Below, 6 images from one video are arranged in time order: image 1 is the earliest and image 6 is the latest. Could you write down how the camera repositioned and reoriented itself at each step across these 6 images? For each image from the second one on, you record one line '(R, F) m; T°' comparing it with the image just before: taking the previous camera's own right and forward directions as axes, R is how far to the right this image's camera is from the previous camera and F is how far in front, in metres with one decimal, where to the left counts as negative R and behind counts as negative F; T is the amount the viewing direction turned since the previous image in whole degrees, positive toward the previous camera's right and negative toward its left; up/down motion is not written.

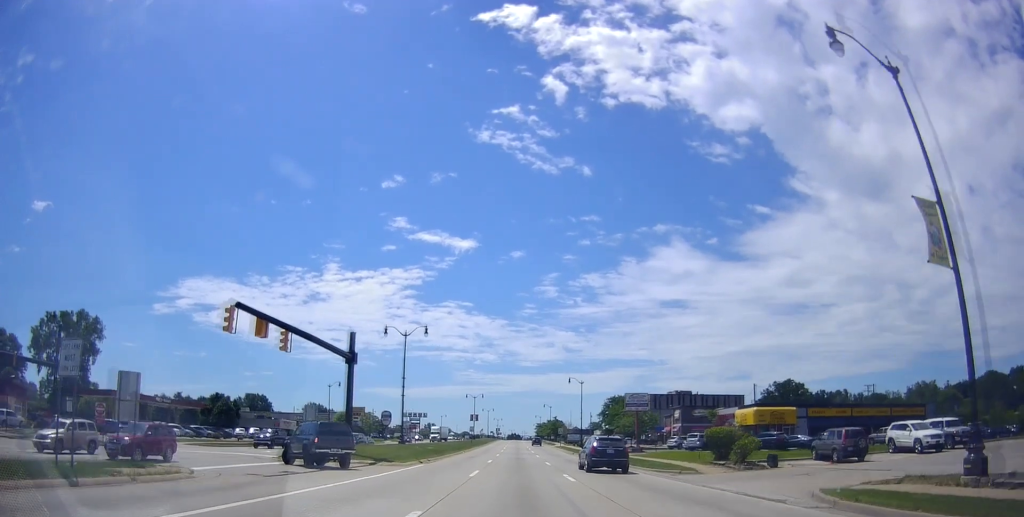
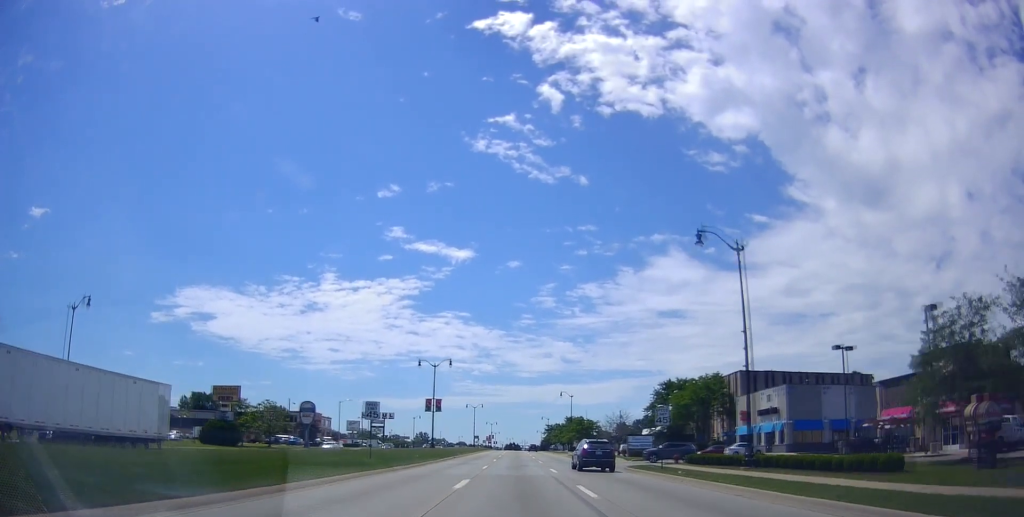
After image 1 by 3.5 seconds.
(-0.8, +67.3) m; -1°
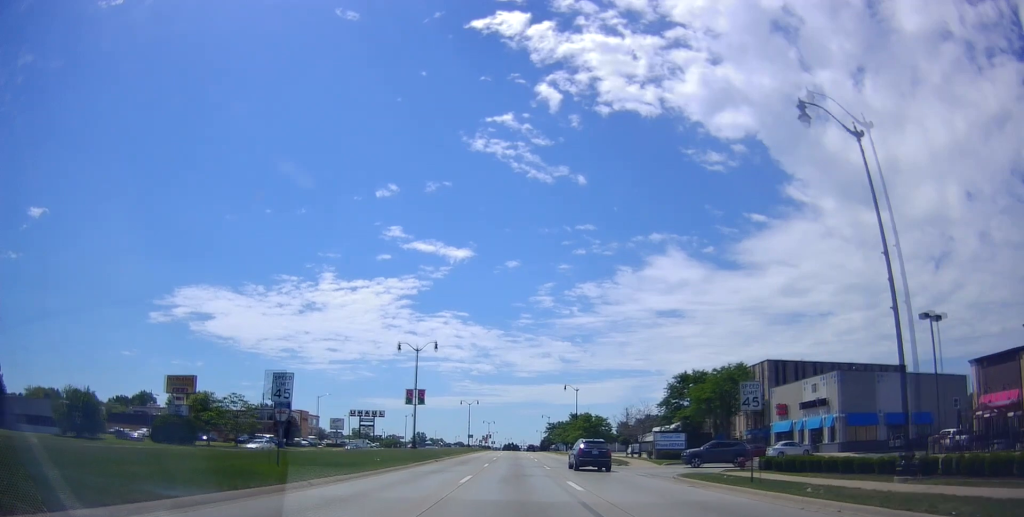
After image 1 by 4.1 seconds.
(-0.5, +11.8) m; 0°
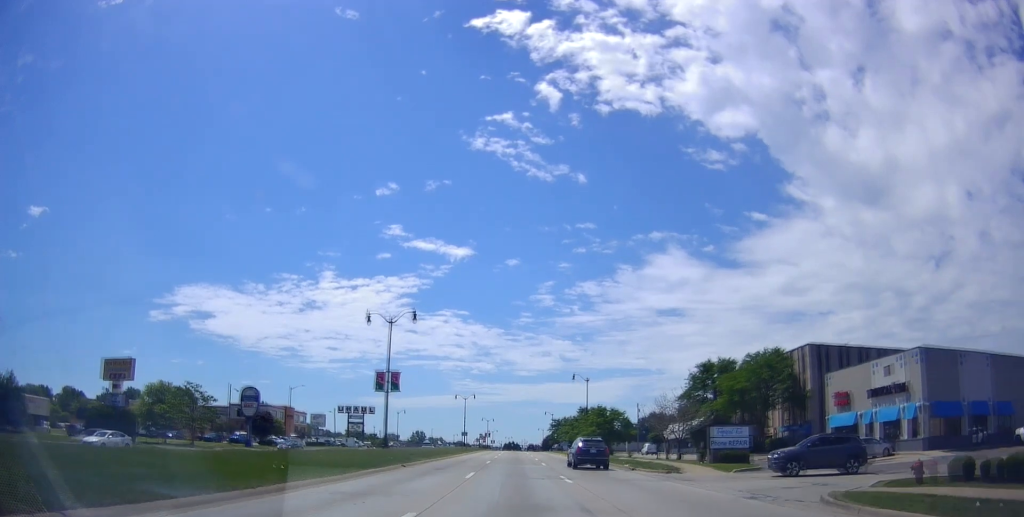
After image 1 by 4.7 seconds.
(+0.5, +13.2) m; +1°
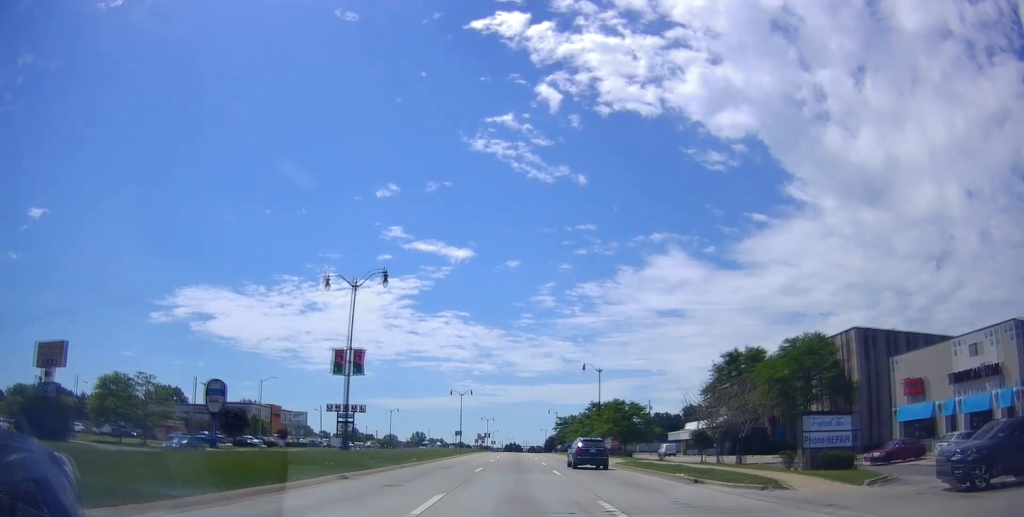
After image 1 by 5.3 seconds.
(+0.2, +11.2) m; +1°
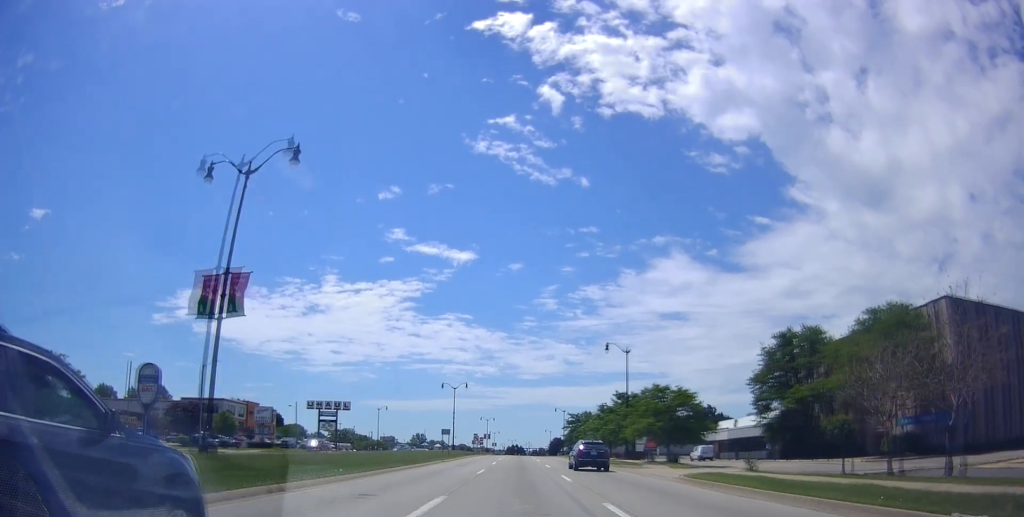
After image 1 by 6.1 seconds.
(+0.1, +16.5) m; -1°
